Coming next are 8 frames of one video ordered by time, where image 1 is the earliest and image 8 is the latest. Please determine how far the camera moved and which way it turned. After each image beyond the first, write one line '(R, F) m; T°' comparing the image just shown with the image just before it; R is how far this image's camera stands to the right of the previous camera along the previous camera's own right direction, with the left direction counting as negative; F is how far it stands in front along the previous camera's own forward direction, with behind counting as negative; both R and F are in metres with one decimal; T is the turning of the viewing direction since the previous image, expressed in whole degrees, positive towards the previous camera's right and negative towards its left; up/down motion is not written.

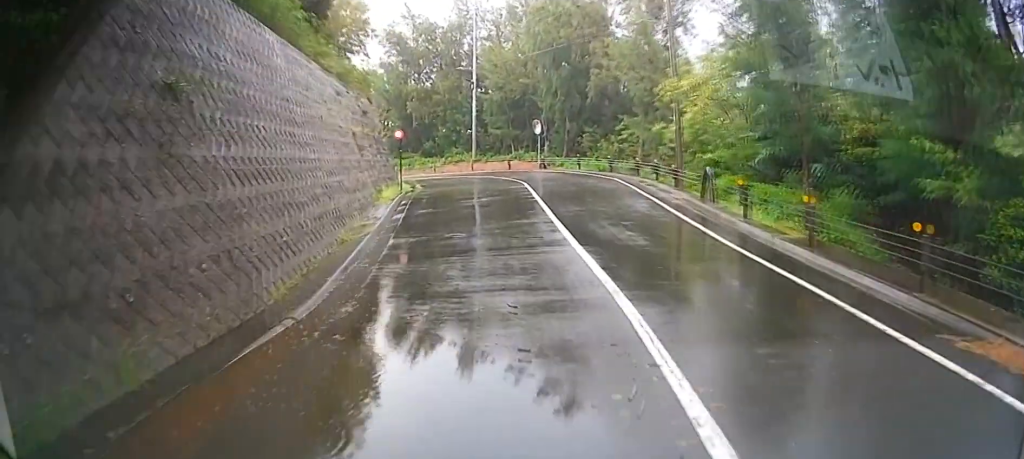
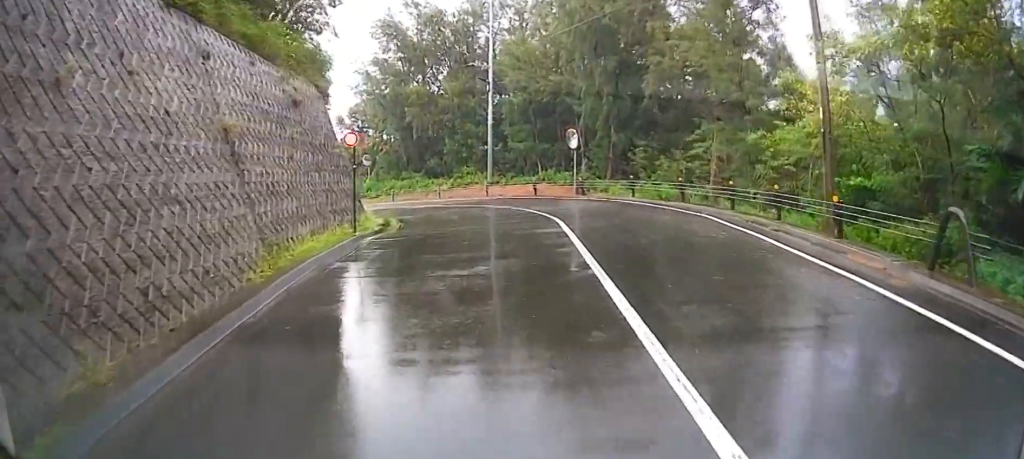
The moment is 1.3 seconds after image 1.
(-0.4, +11.2) m; -6°
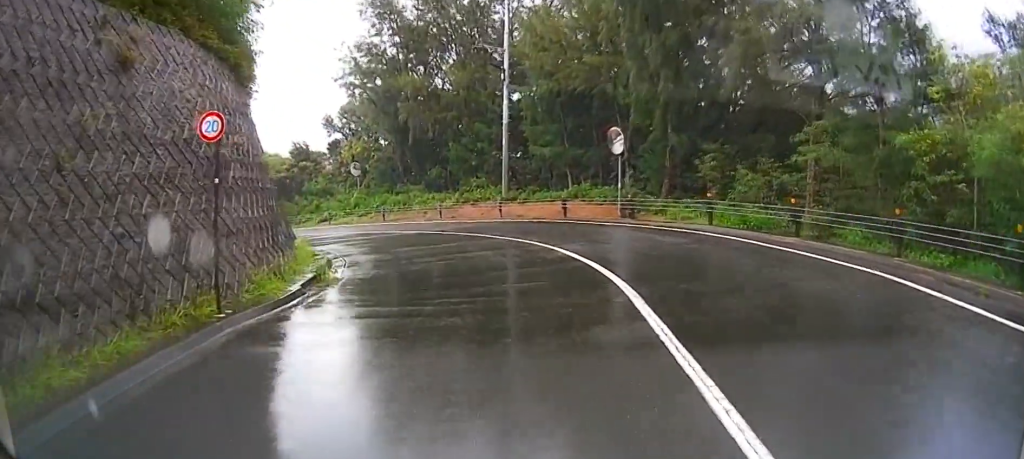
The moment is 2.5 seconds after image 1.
(-0.2, +9.0) m; -10°
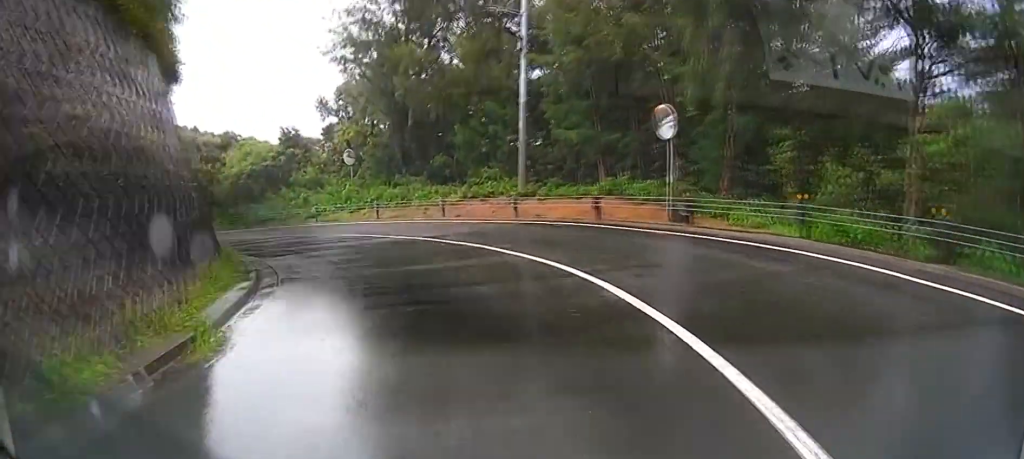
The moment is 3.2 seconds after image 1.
(-0.7, +5.1) m; -10°
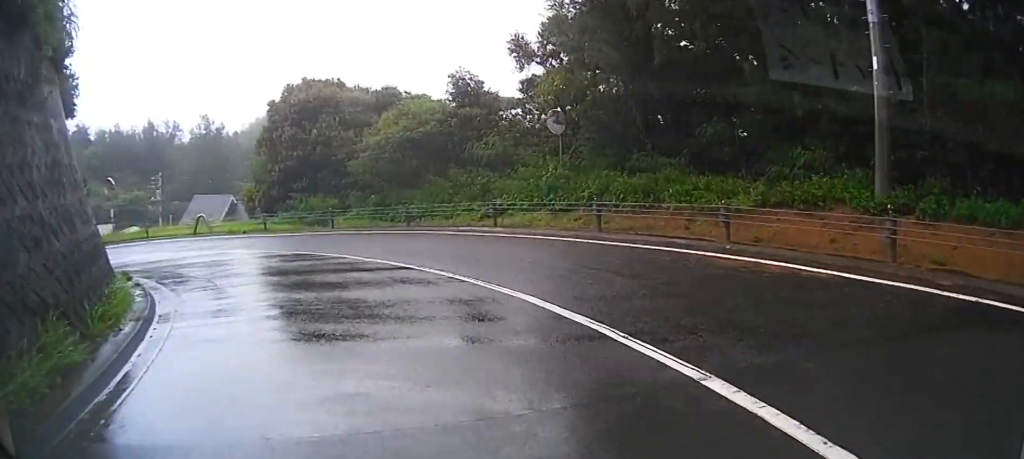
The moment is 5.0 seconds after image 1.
(-1.4, +13.2) m; -8°
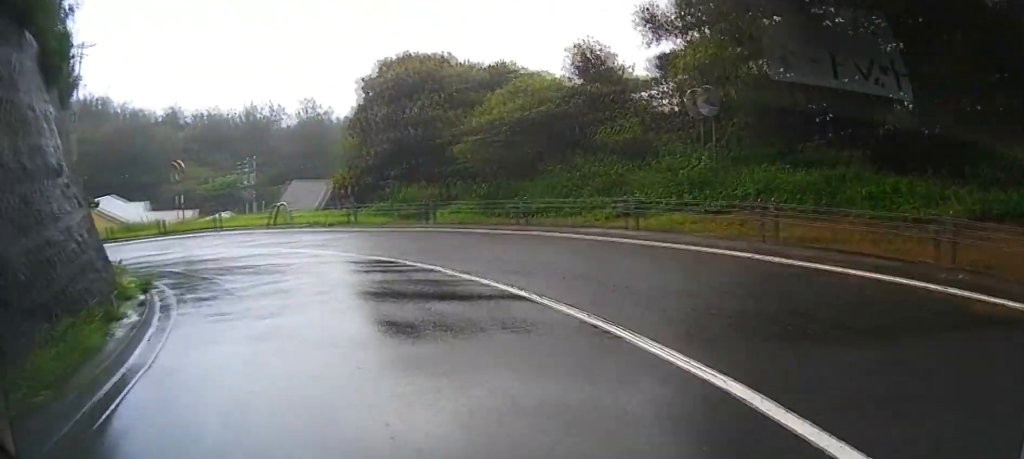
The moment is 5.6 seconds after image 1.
(+0.9, +4.1) m; -7°
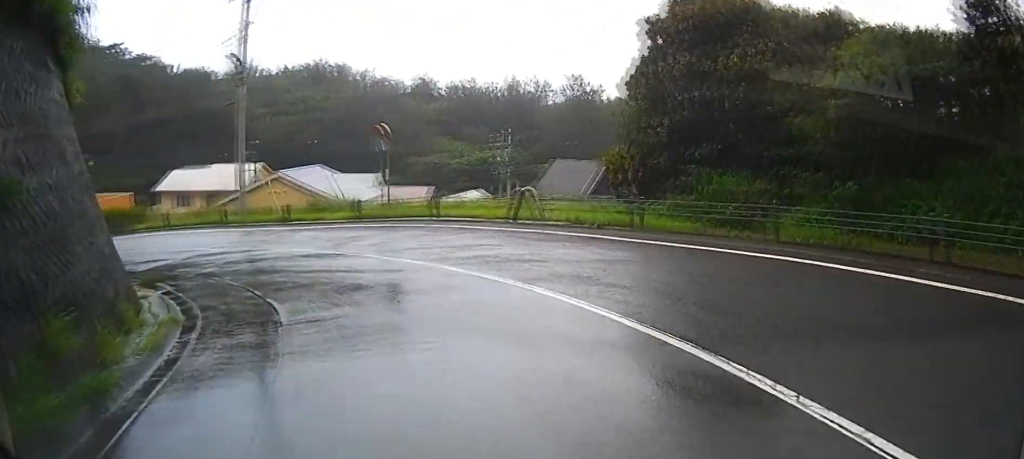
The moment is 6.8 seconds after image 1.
(-3.4, +8.7) m; -43°
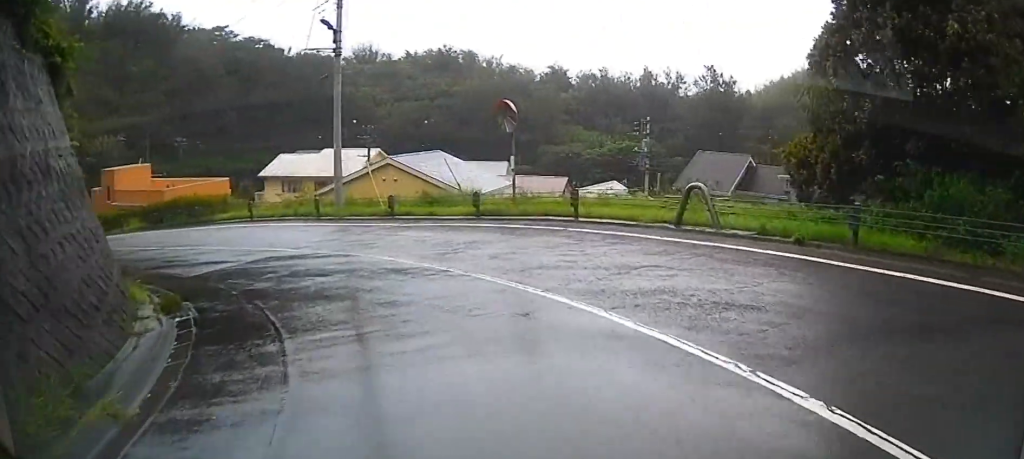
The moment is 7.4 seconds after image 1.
(-1.3, +5.3) m; -21°
